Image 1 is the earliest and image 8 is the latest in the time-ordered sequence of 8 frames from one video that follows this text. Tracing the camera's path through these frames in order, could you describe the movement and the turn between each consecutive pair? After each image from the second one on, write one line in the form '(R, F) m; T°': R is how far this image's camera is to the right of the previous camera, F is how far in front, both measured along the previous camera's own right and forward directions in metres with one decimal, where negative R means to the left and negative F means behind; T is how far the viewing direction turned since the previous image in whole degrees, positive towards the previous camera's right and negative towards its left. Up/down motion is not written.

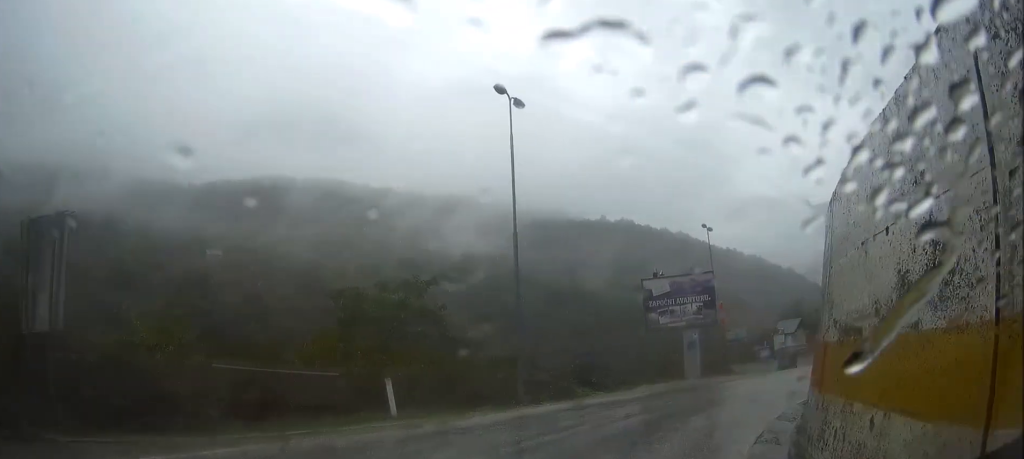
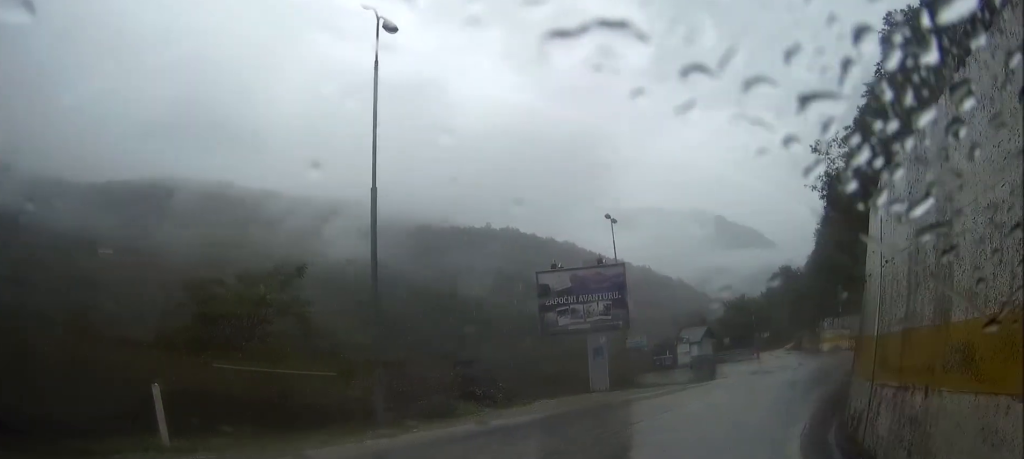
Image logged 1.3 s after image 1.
(+1.1, +5.7) m; +22°
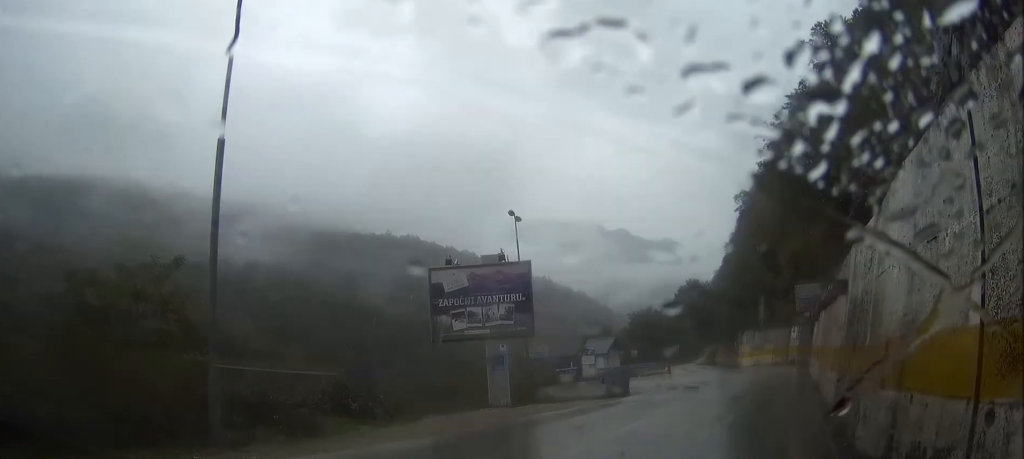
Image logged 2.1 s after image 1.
(+0.5, +3.7) m; +10°
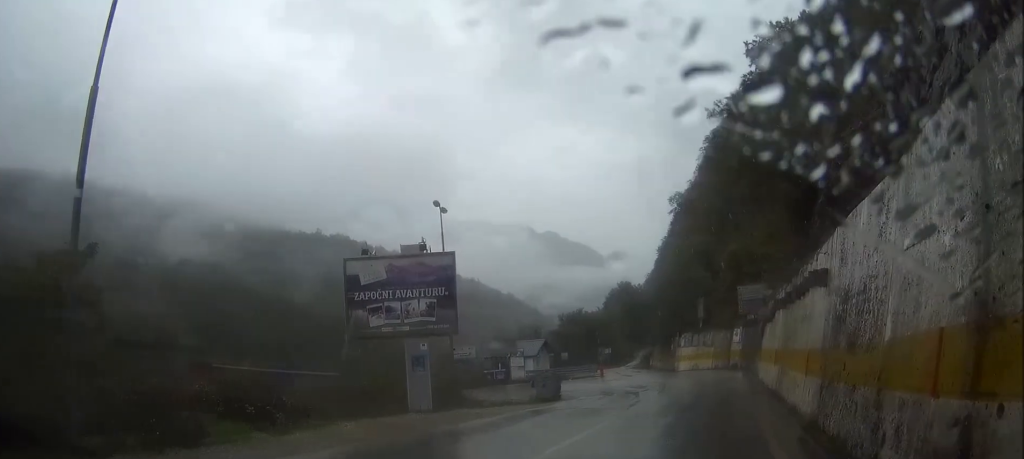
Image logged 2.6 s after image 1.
(+0.1, +2.4) m; +3°
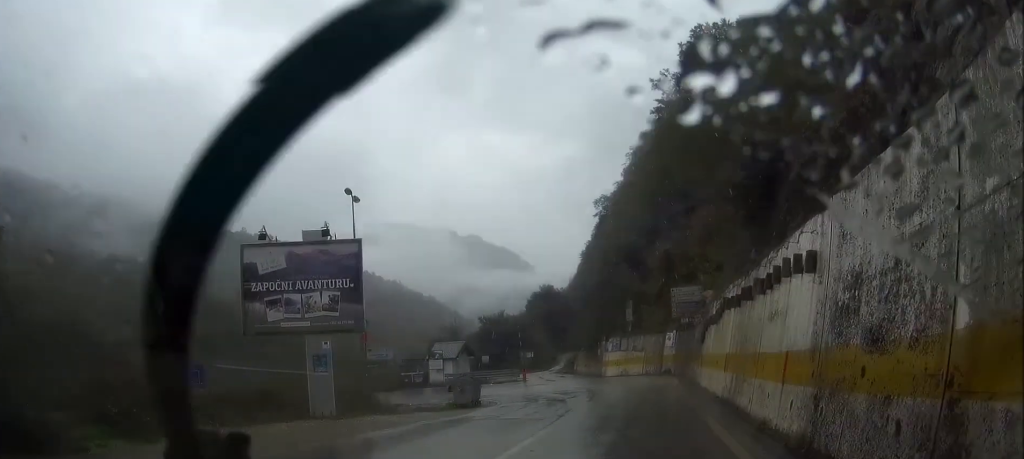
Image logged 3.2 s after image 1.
(0.0, +2.8) m; +4°
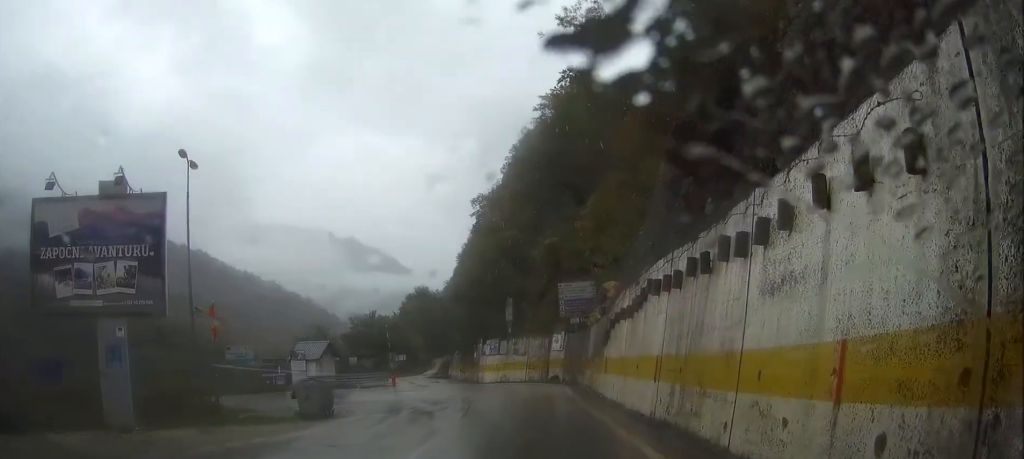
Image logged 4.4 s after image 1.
(+0.4, +6.0) m; +8°
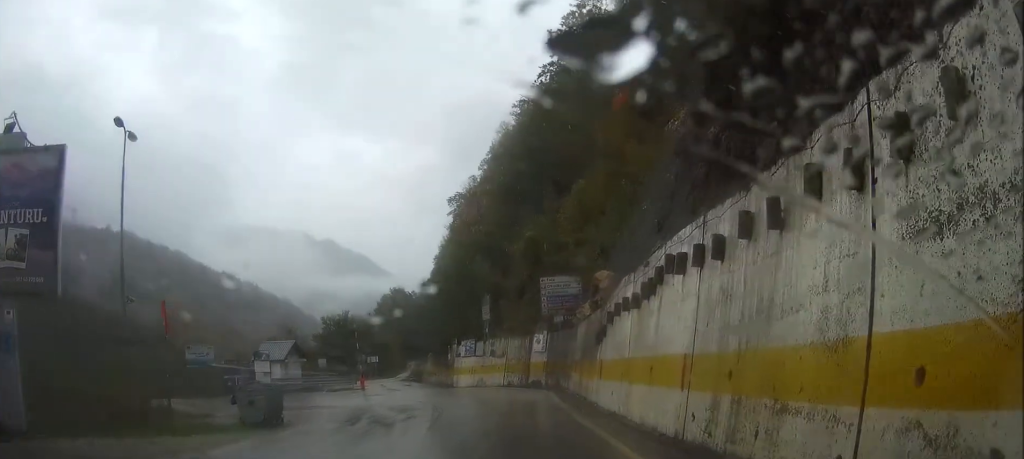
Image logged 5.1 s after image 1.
(+0.2, +3.8) m; +4°
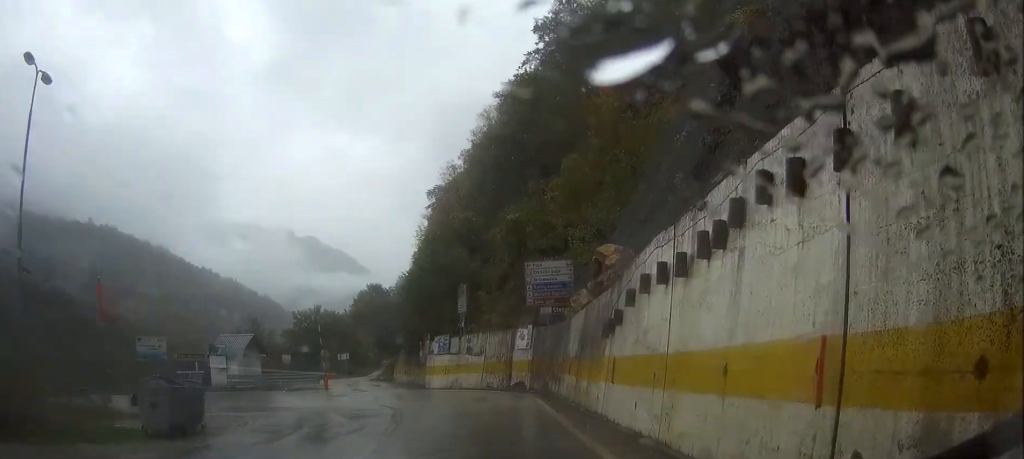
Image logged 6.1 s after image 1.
(+0.2, +5.0) m; +2°
